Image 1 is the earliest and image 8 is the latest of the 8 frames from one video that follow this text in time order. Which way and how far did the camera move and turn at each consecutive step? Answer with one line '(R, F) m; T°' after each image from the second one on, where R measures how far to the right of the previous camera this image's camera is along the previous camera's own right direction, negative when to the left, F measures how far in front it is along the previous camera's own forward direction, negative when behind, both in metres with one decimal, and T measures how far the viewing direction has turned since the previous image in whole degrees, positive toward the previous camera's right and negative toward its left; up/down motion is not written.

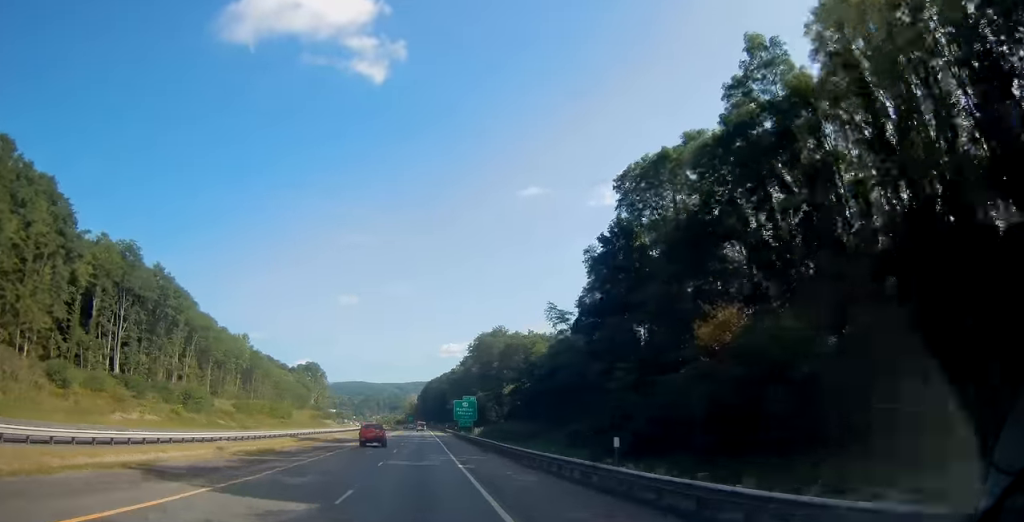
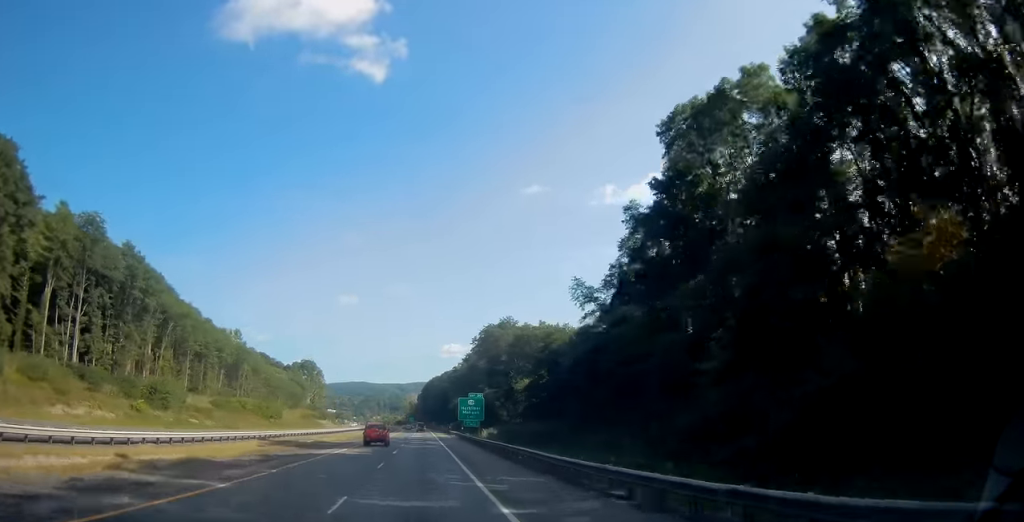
(-0.3, +13.5) m; 0°
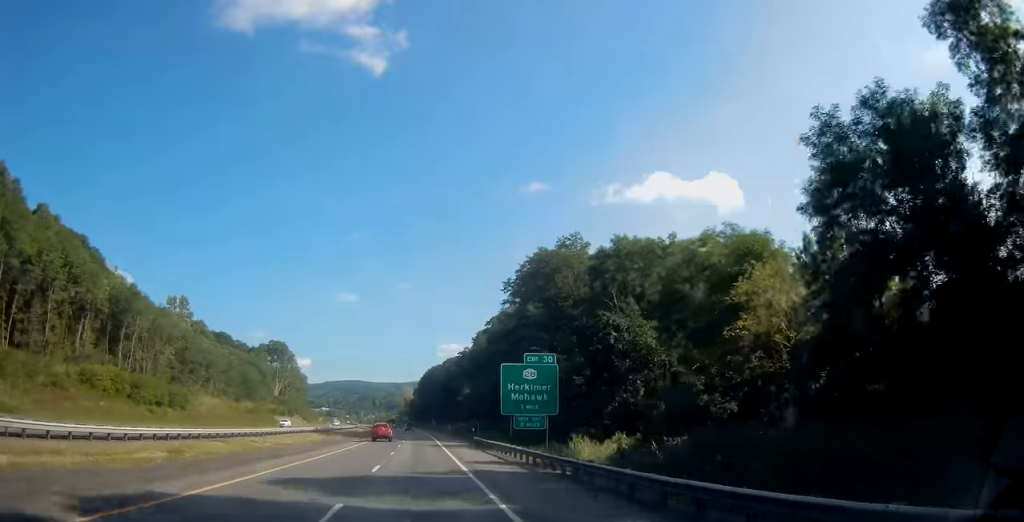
(+1.1, +62.6) m; +1°
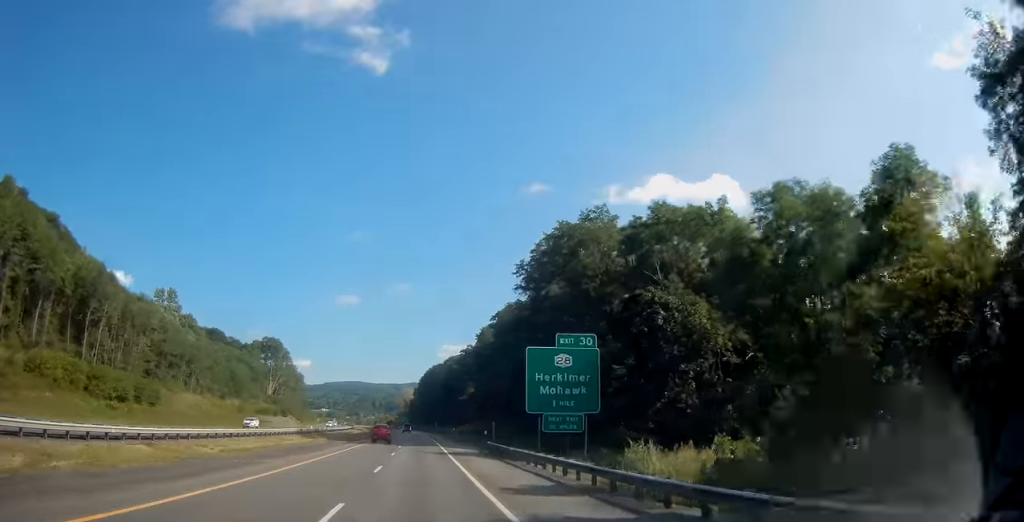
(-0.1, +11.6) m; 0°
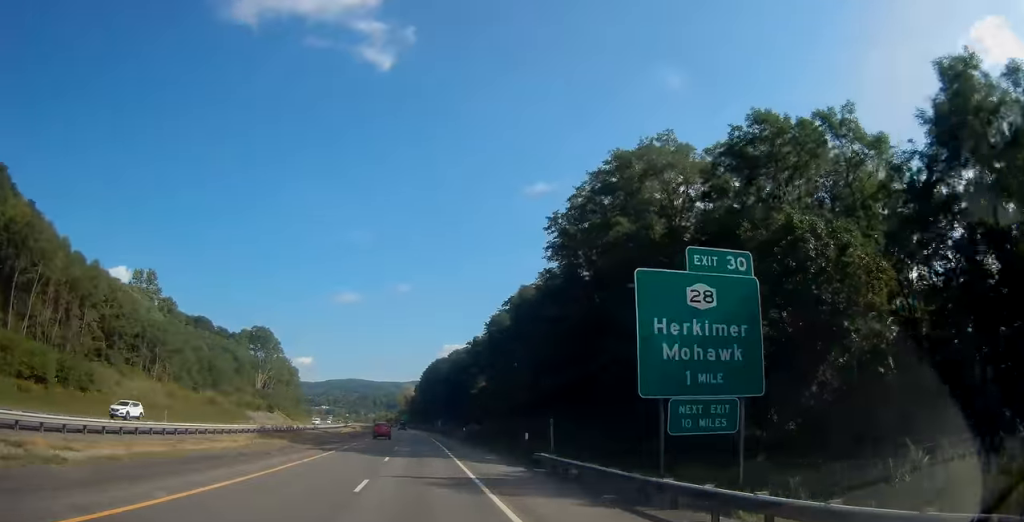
(-0.1, +19.3) m; 0°
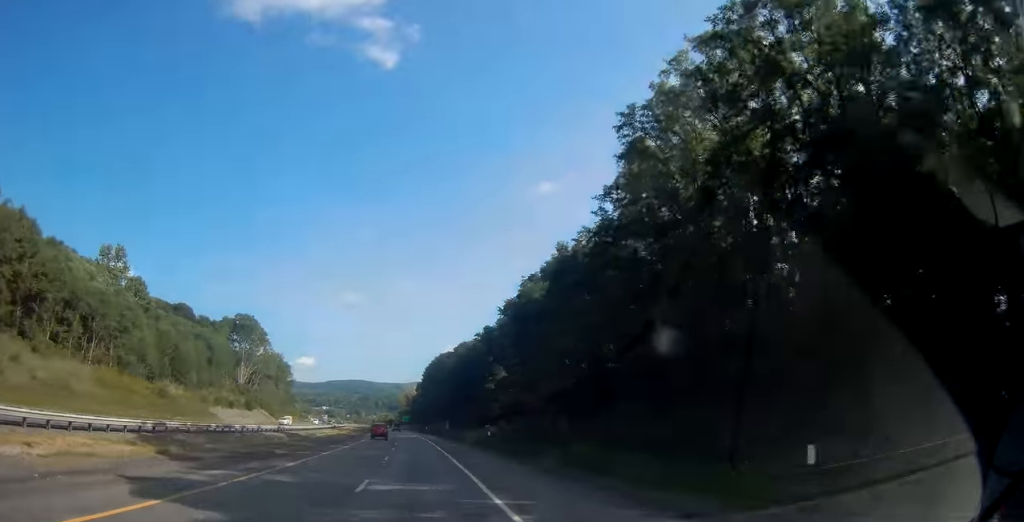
(-0.1, +24.1) m; 0°
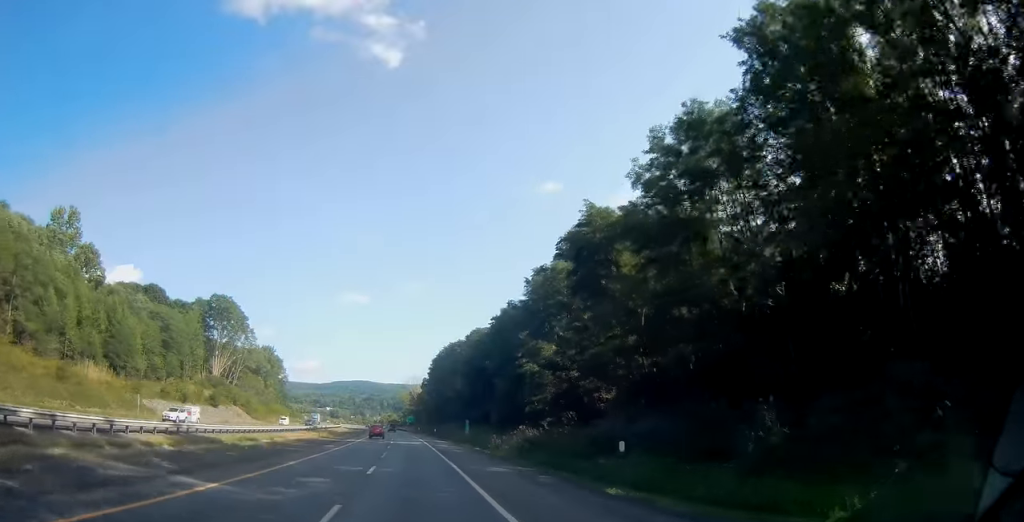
(+0.1, +29.9) m; 0°
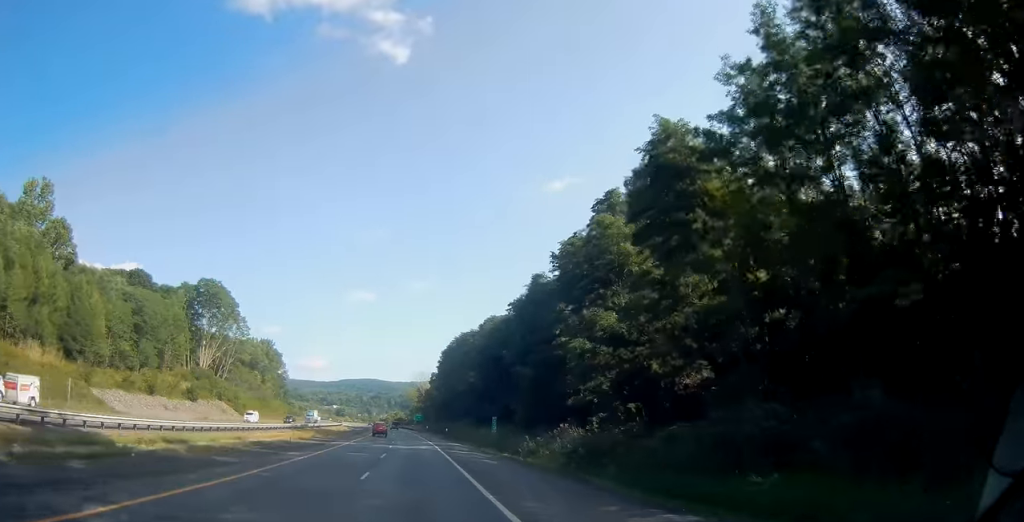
(-0.1, +16.4) m; -1°
